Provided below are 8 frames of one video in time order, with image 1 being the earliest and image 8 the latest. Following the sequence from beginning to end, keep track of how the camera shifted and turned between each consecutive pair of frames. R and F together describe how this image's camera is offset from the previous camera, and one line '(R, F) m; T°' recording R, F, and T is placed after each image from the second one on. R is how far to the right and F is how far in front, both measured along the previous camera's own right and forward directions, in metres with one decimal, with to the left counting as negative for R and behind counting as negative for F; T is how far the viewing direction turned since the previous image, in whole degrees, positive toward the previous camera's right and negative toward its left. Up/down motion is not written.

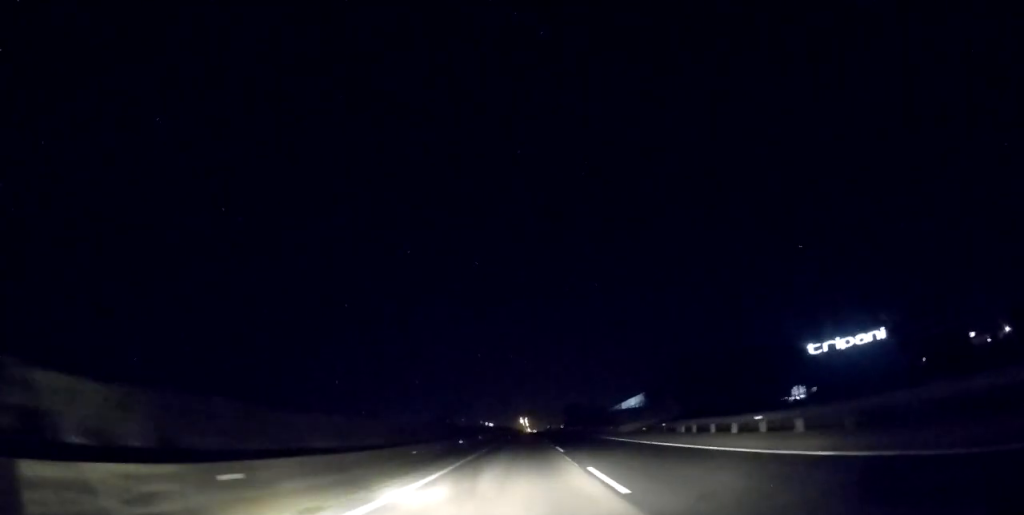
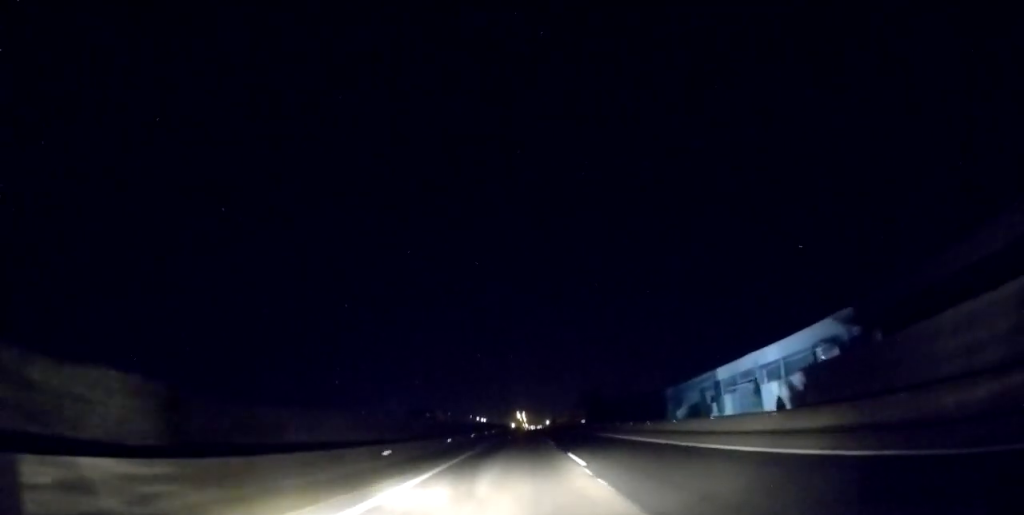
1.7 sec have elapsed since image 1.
(+0.8, +61.3) m; +1°
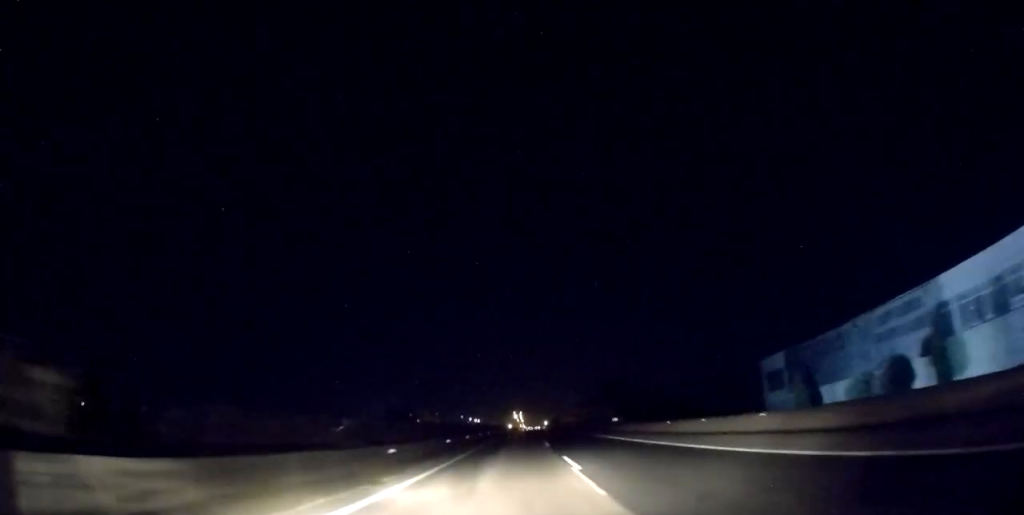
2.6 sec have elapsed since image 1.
(-0.2, +34.6) m; 0°
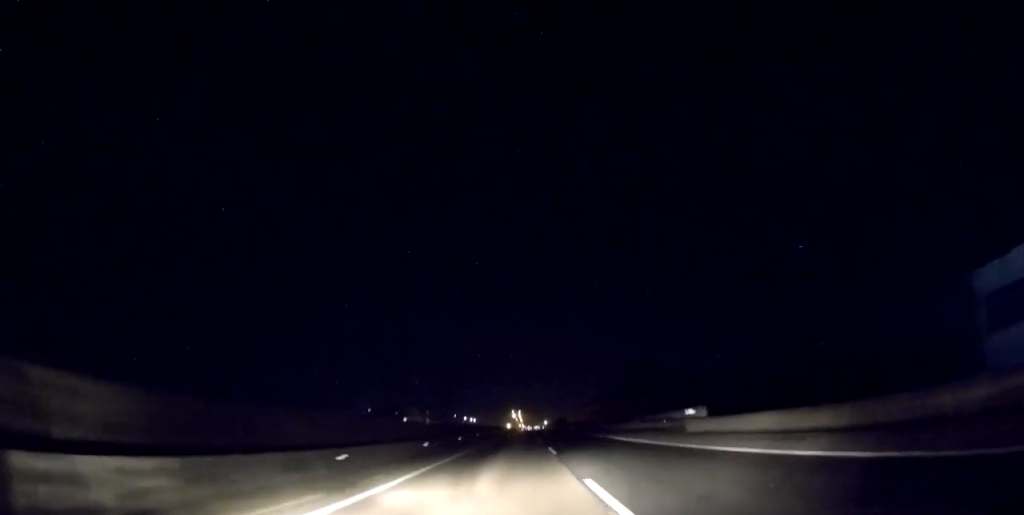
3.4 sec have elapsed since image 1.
(0.0, +26.0) m; 0°
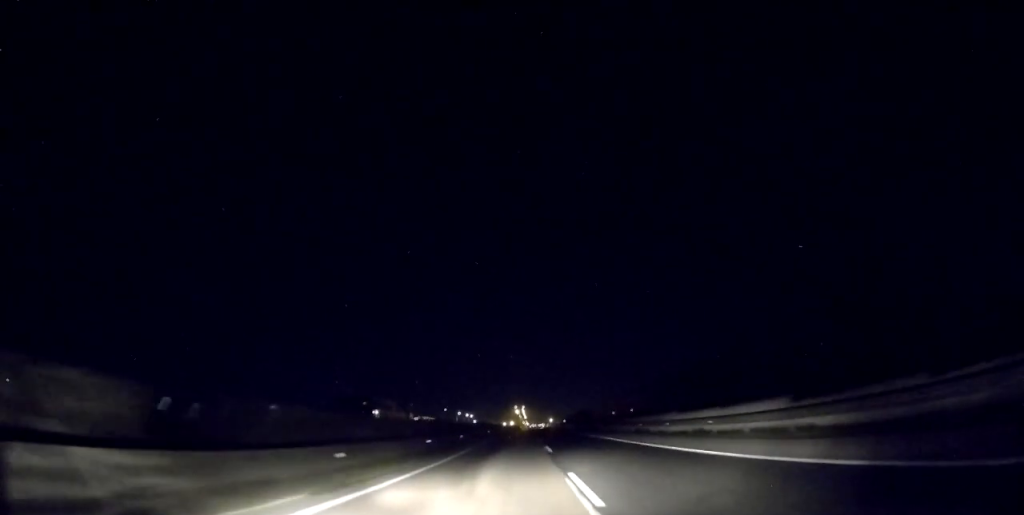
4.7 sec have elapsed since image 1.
(-0.3, +47.6) m; 0°
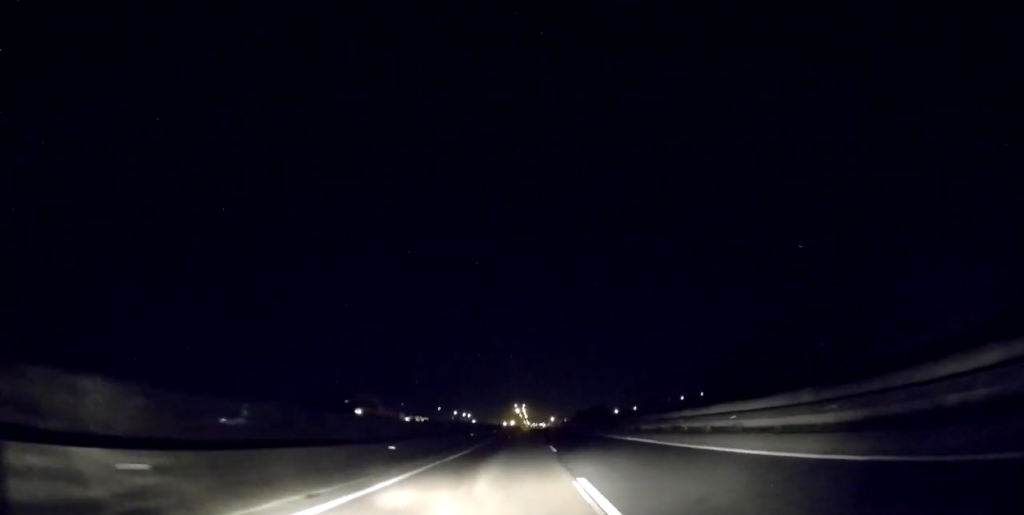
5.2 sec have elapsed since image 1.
(0.0, +18.6) m; 0°
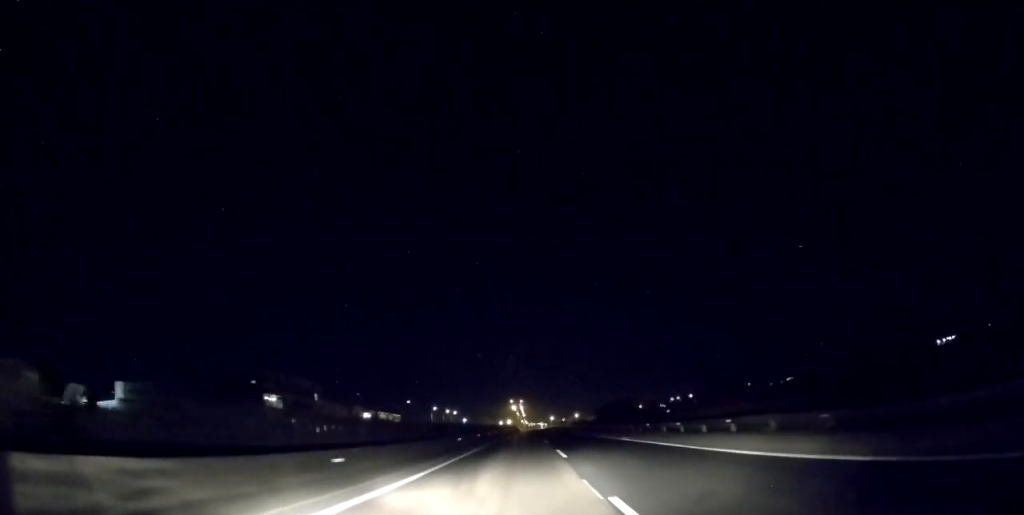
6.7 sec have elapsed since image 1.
(+0.2, +53.9) m; 0°
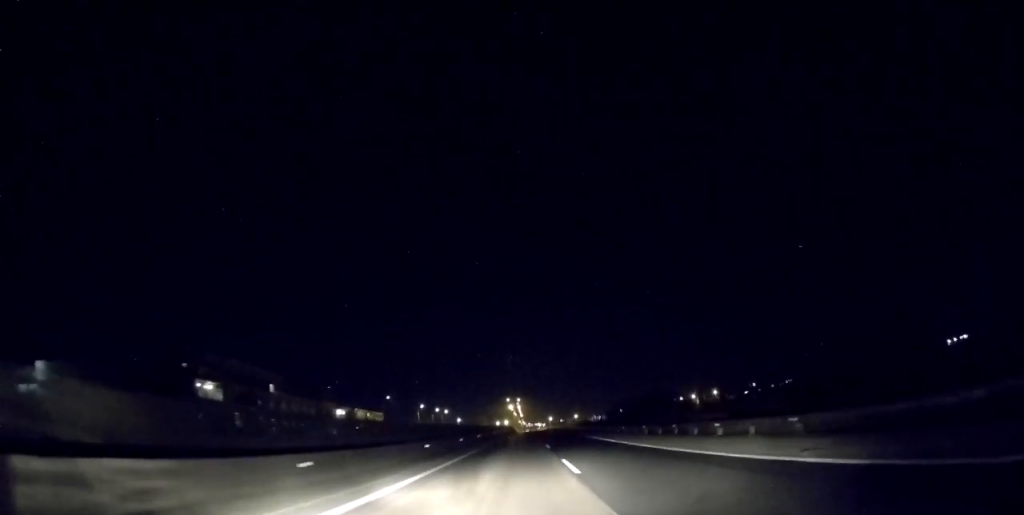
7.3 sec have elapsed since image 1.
(0.0, +22.8) m; 0°
